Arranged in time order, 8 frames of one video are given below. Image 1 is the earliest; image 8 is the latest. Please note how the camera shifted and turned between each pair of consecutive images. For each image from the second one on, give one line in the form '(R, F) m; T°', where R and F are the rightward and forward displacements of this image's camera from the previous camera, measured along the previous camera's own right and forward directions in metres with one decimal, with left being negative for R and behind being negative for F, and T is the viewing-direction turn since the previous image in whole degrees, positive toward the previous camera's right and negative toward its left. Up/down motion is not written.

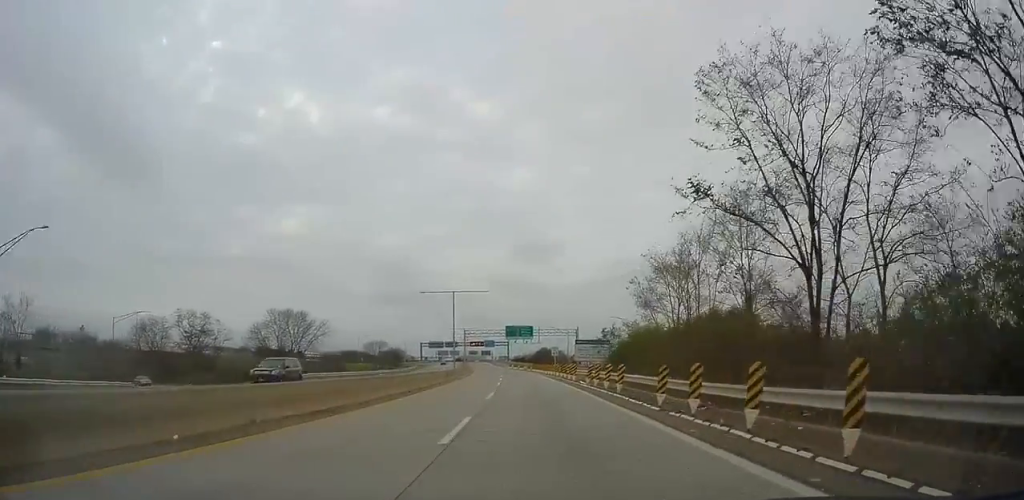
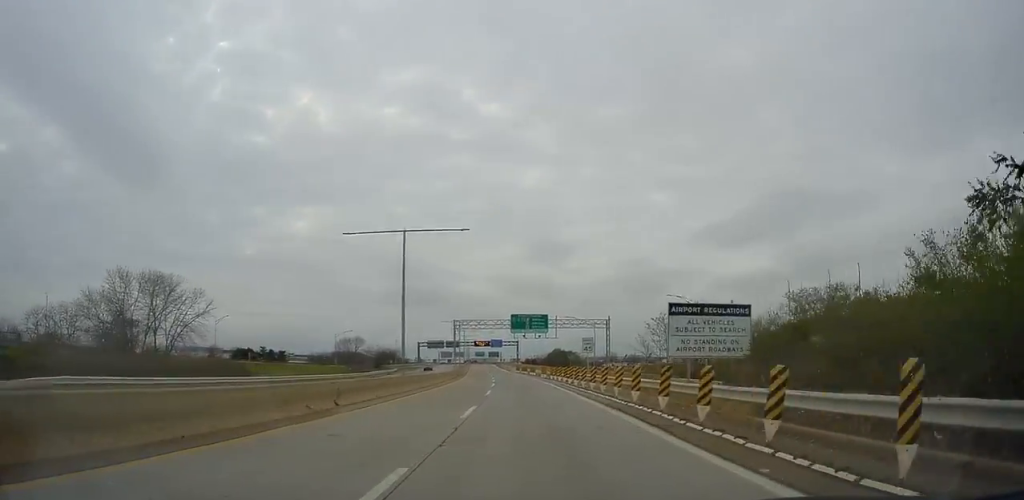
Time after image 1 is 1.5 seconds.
(-0.9, +32.4) m; -3°
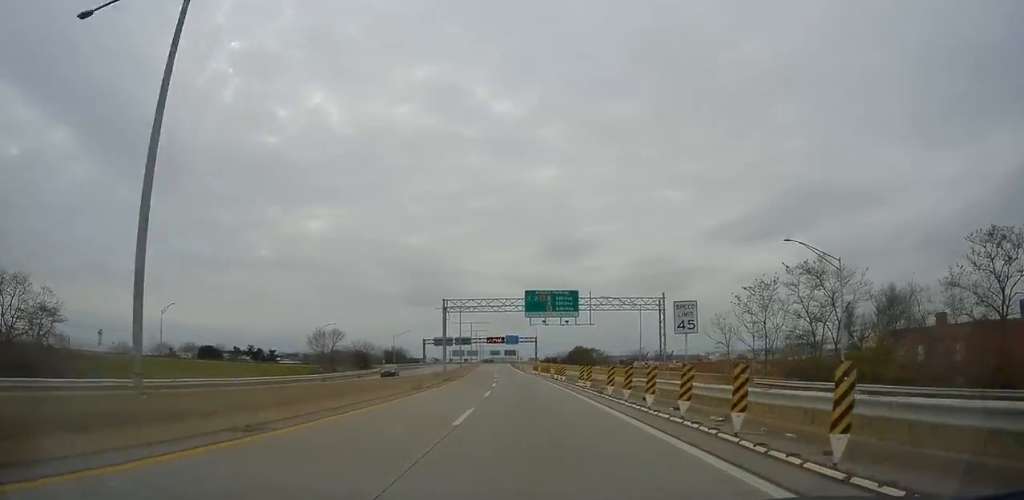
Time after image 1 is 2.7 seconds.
(0.0, +26.2) m; 0°
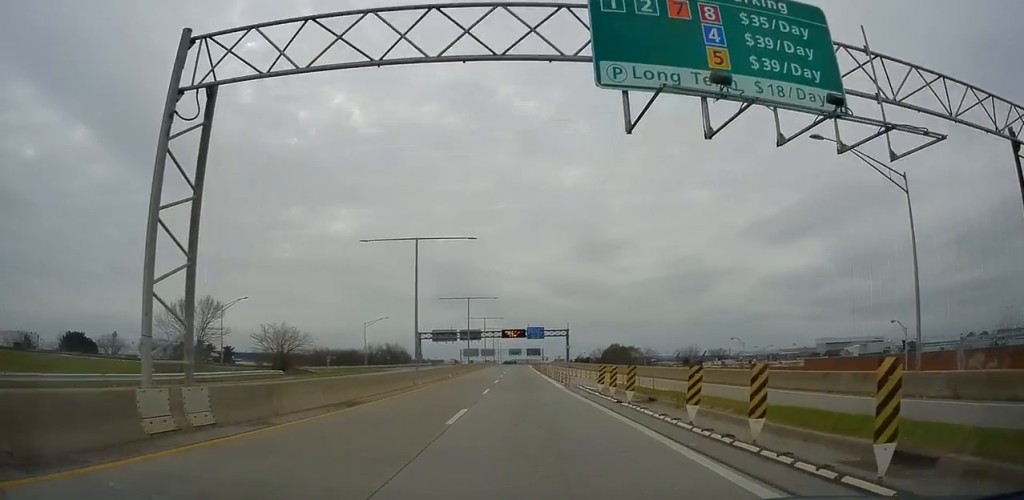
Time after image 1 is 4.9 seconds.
(-1.3, +49.3) m; -3°
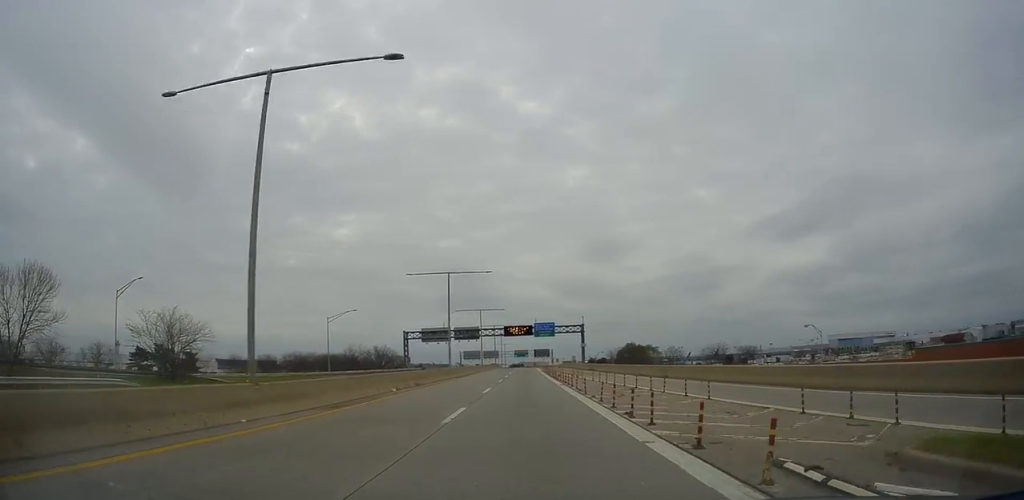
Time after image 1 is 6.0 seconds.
(-0.5, +24.2) m; -2°
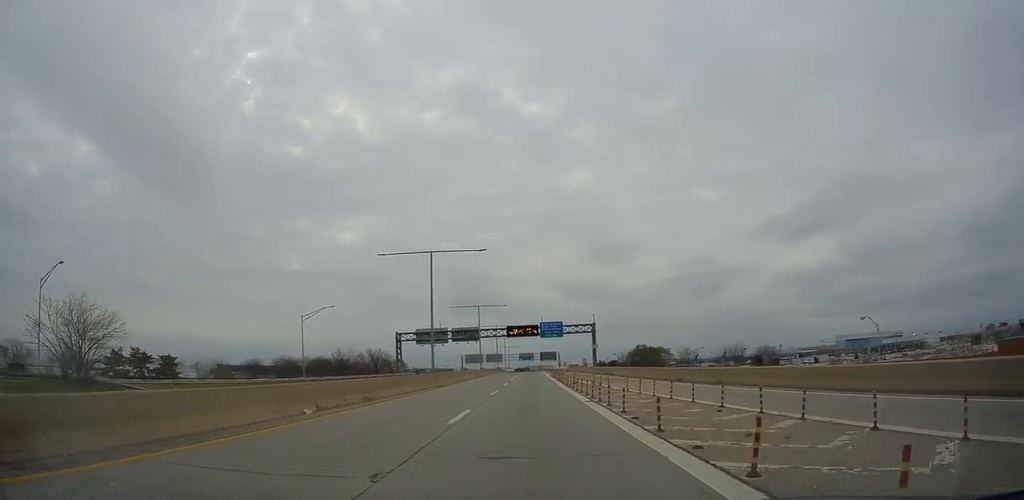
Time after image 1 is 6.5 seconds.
(-0.1, +12.1) m; -1°
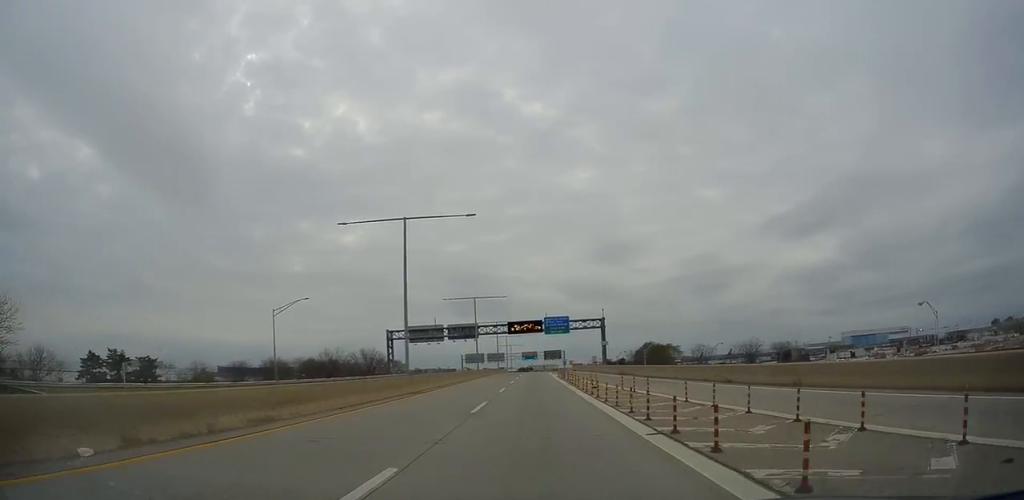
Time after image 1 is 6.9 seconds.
(0.0, +9.9) m; 0°
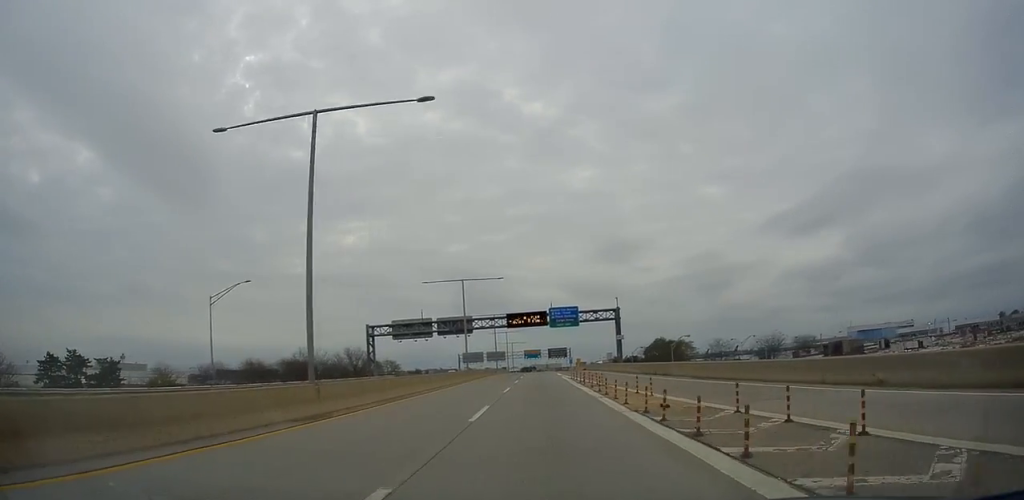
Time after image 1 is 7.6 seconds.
(0.0, +15.0) m; 0°
